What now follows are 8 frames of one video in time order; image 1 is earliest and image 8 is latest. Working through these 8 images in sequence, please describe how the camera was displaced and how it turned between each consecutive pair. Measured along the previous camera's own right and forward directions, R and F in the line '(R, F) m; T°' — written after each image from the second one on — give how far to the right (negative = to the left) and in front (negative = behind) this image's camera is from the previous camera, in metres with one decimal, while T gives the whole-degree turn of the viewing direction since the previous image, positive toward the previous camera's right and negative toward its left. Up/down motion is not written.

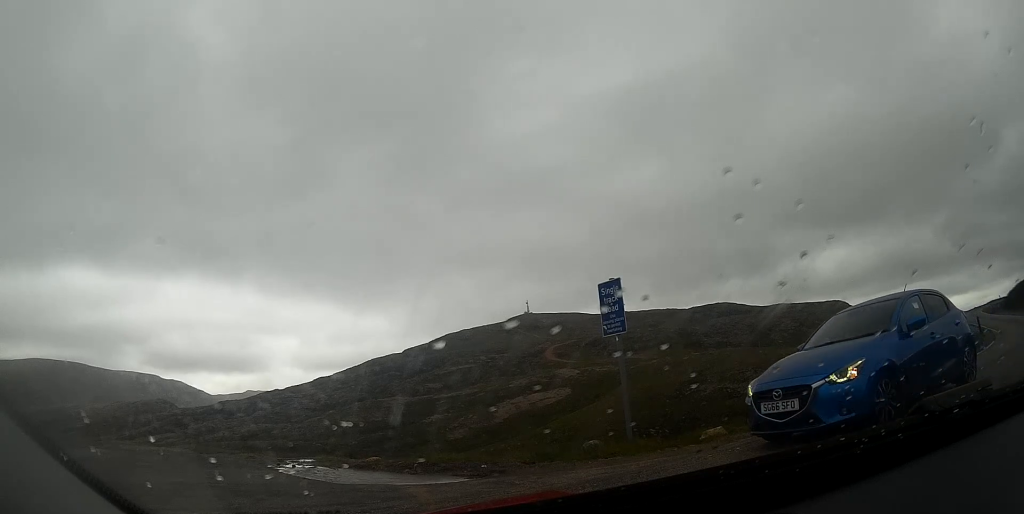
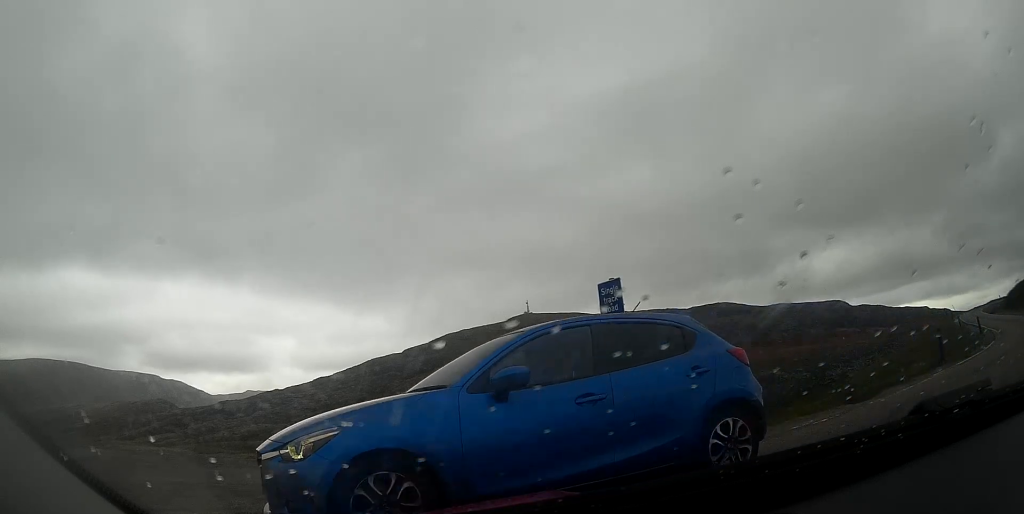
(0.0, 0.0) m; 0°
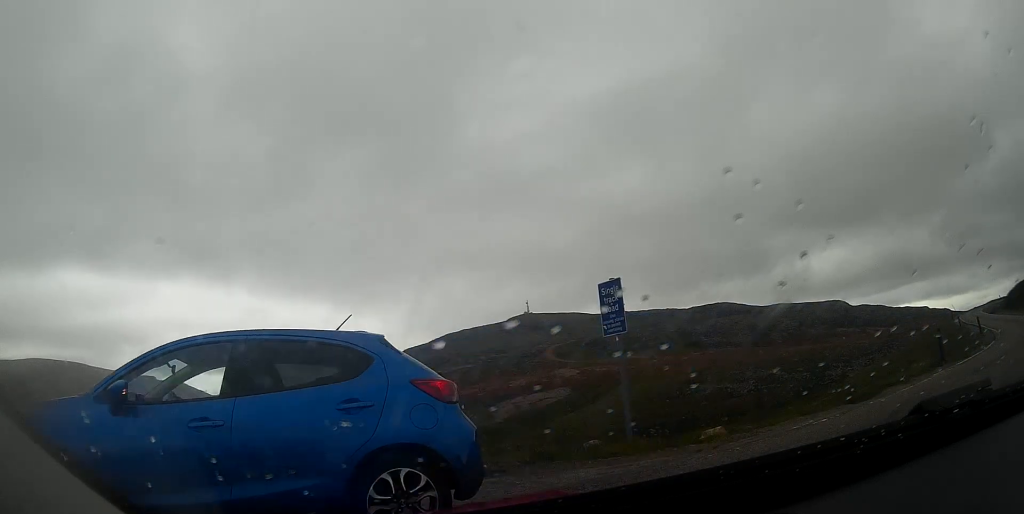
(0.0, 0.0) m; 0°
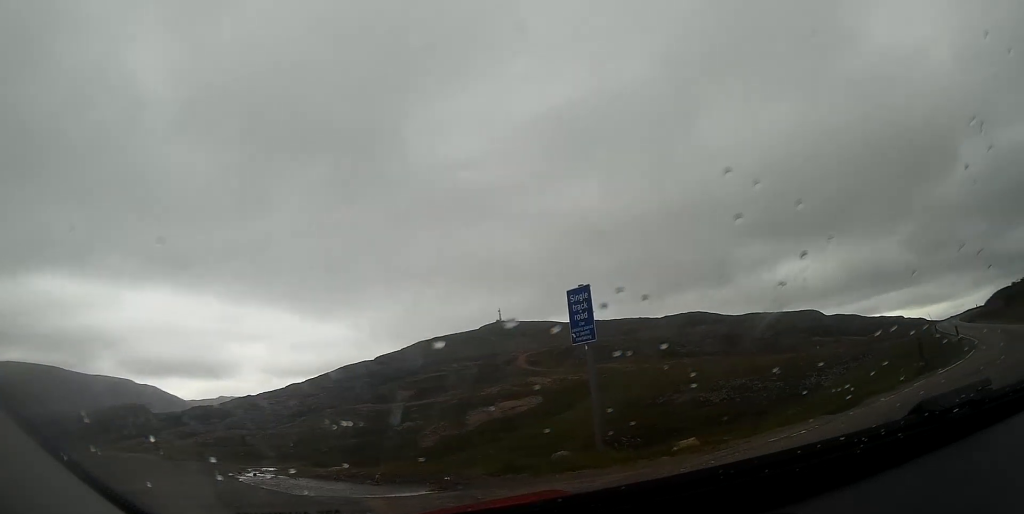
(0.0, +0.4) m; 0°
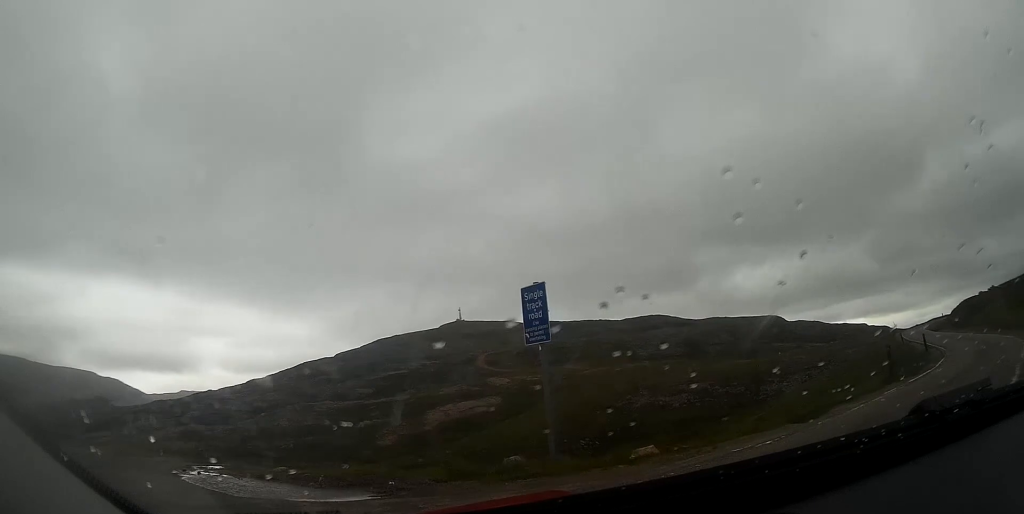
(0.0, +0.2) m; 0°
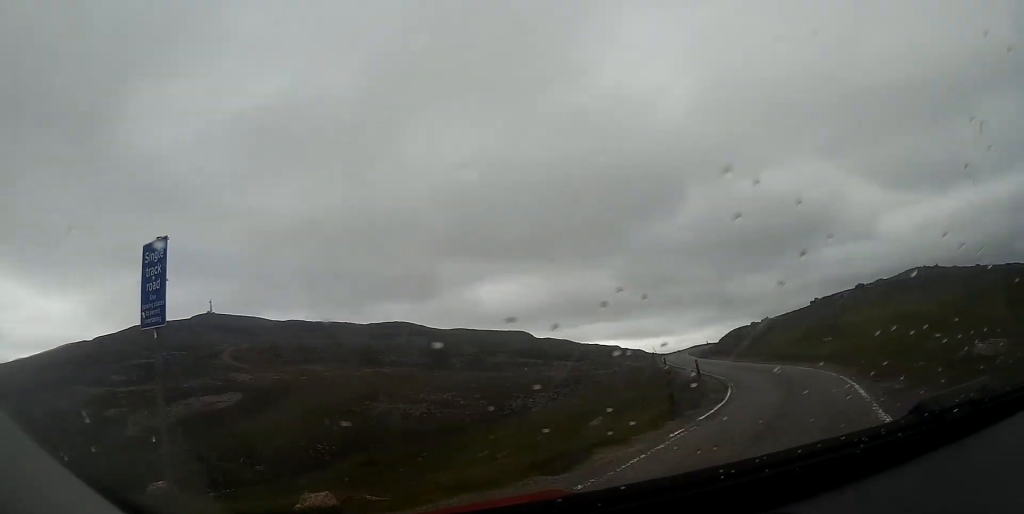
(+0.1, +1.2) m; 0°
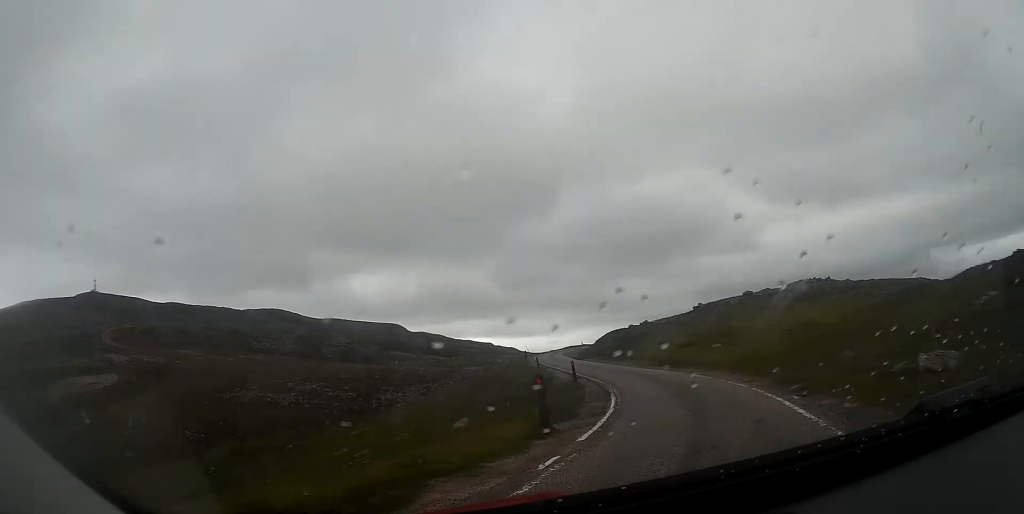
(0.0, +1.7) m; +4°
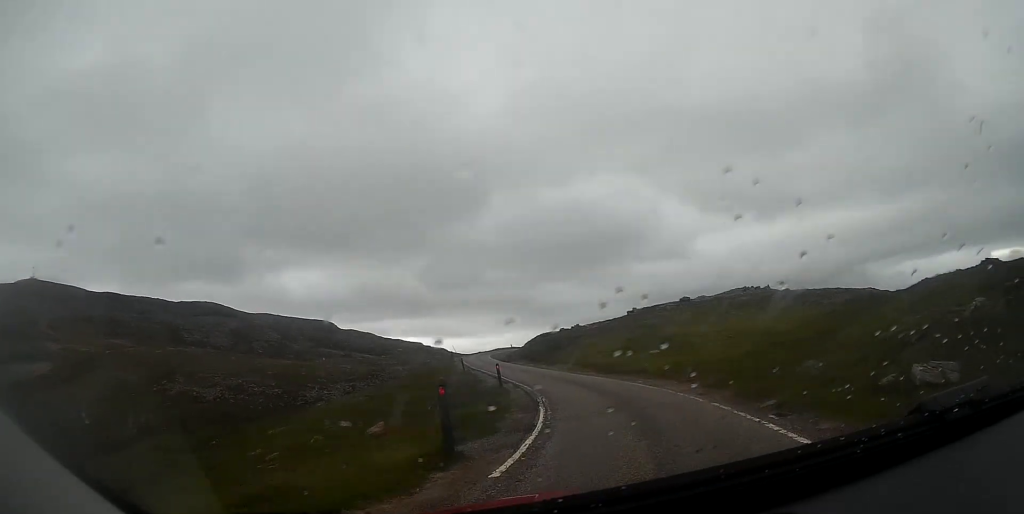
(+0.1, +1.8) m; +4°
